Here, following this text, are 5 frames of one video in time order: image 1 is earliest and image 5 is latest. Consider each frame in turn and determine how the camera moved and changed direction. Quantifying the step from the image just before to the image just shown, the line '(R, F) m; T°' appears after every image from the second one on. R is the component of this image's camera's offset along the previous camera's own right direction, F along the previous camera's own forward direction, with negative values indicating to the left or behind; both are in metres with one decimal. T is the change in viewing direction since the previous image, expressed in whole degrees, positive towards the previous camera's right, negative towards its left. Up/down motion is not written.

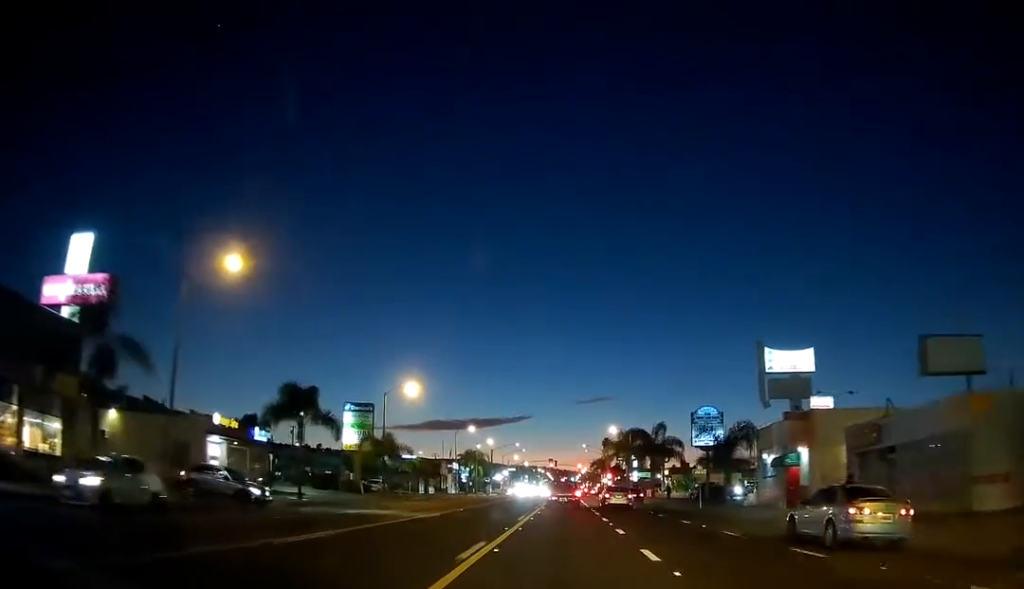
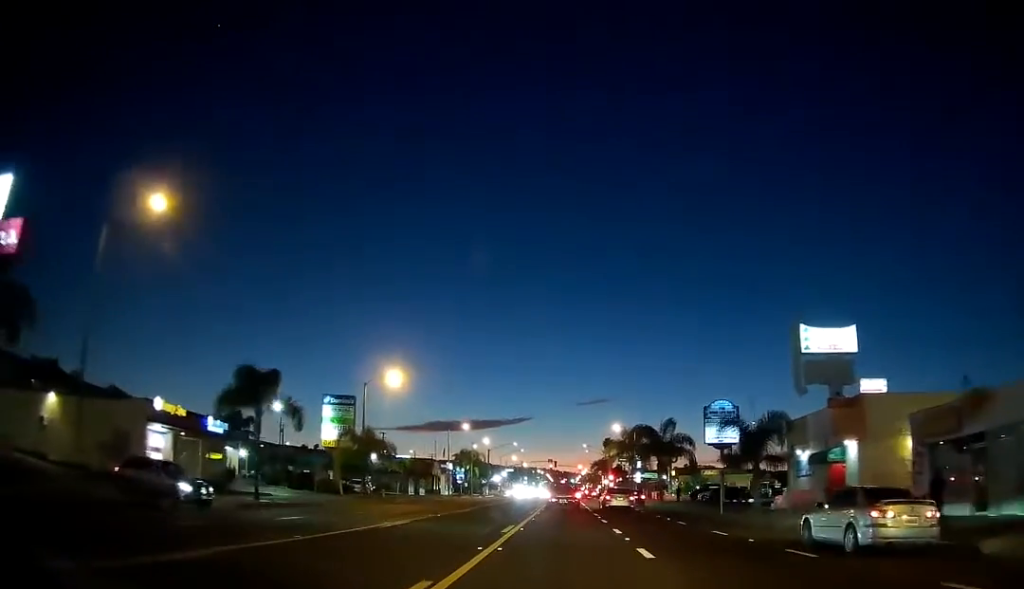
(0.0, +7.0) m; 0°
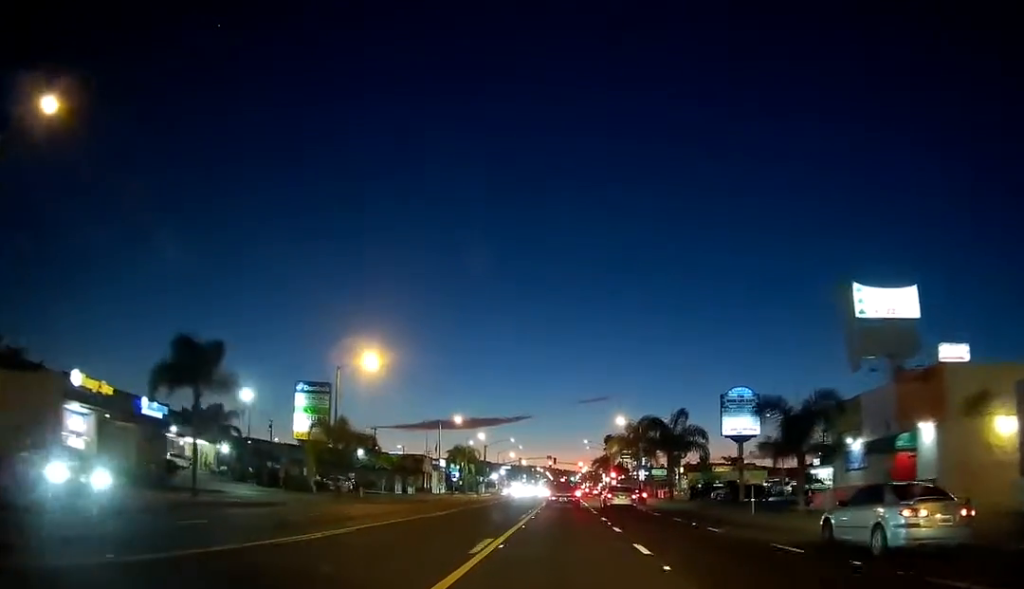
(0.0, +7.0) m; 0°
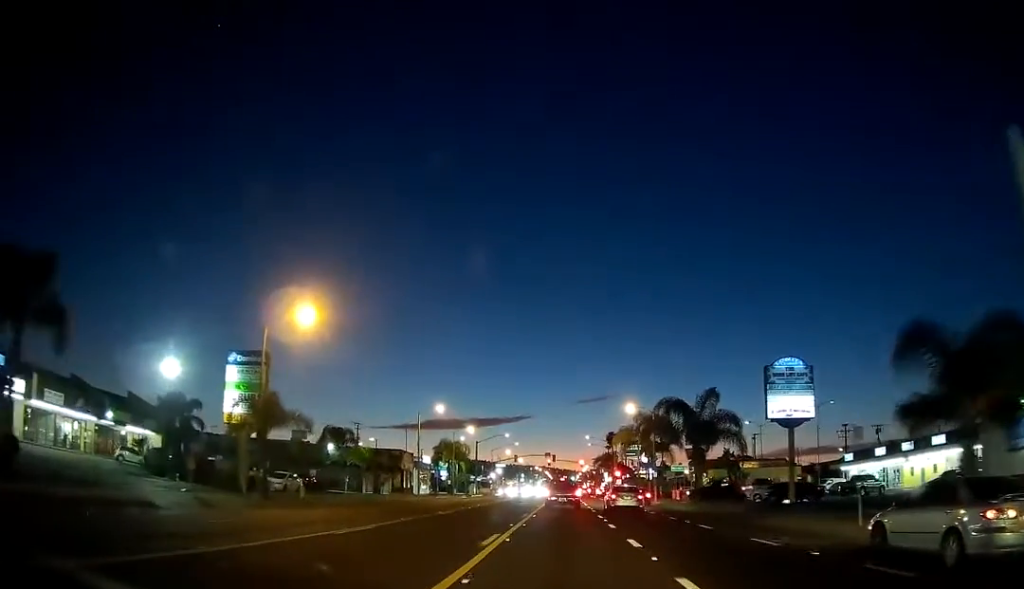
(0.0, +13.4) m; 0°
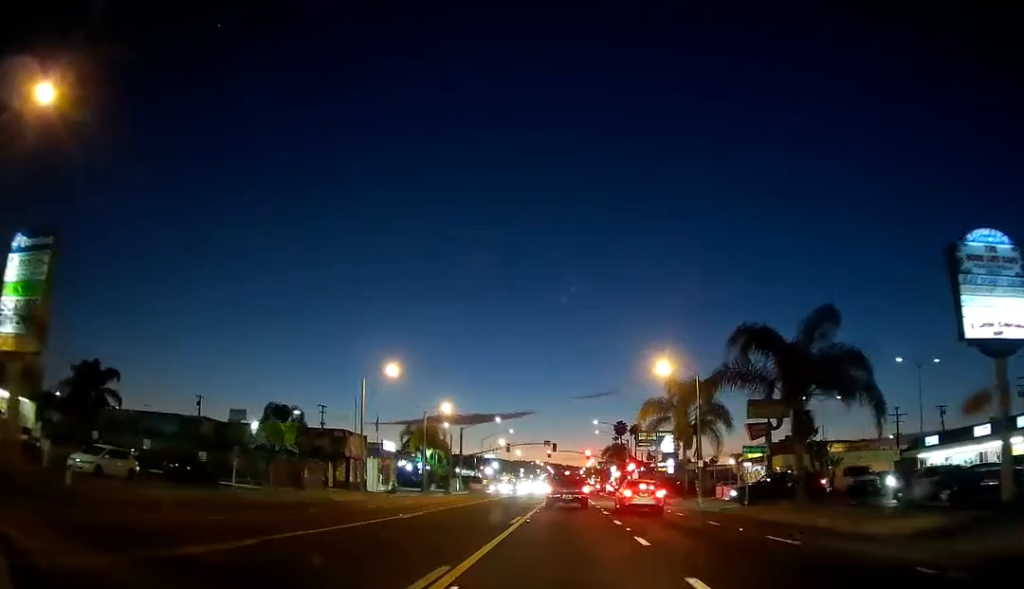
(+0.4, +23.7) m; +1°
